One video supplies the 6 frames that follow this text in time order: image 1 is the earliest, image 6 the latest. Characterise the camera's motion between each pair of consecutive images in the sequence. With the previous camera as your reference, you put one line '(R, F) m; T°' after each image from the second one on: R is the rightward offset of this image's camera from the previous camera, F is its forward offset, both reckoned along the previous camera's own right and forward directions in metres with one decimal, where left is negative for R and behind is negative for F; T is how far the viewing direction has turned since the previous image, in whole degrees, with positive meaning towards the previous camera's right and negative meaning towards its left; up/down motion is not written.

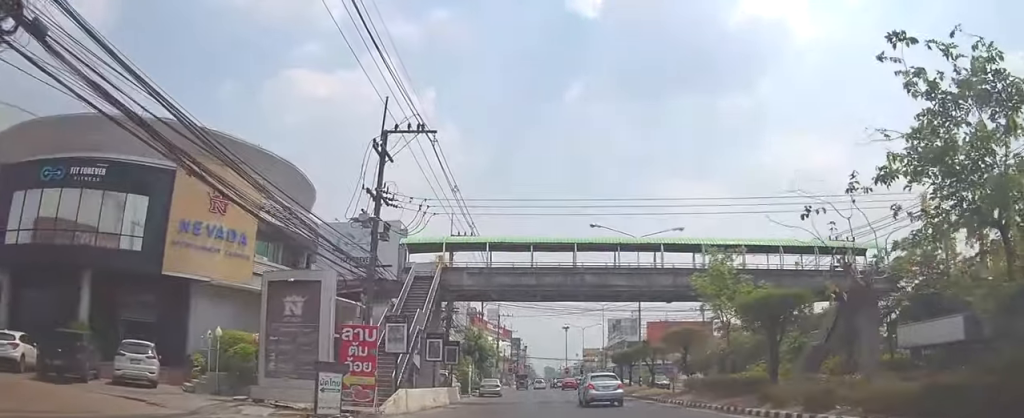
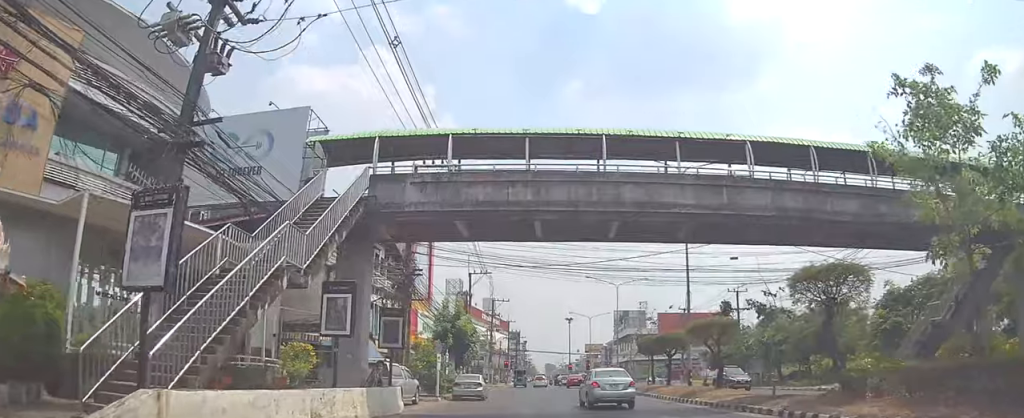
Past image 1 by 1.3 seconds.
(-0.1, +13.3) m; 0°
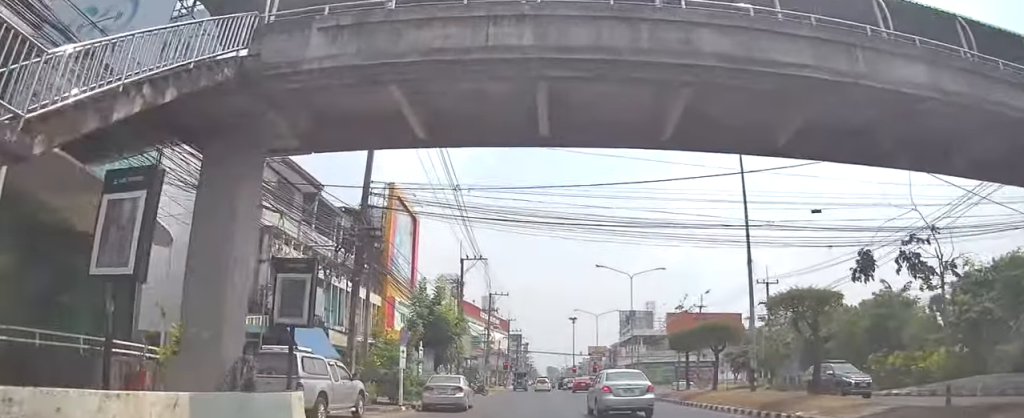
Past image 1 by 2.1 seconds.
(+0.2, +8.4) m; -2°
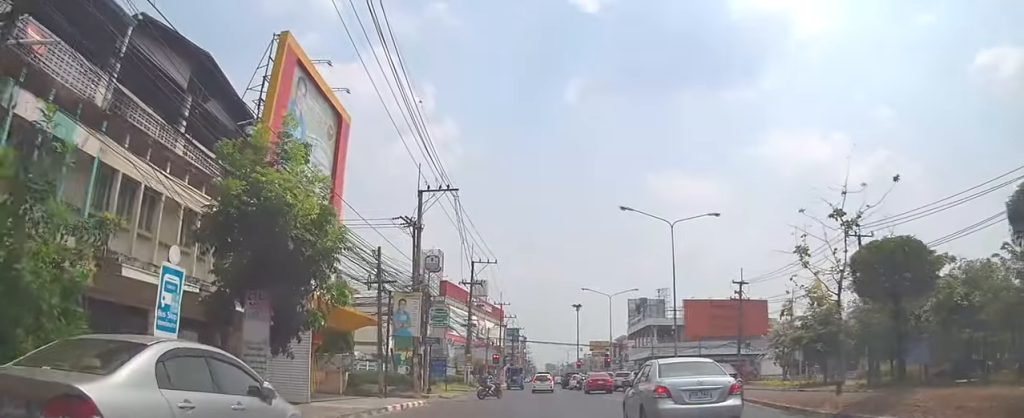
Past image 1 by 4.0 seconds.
(-1.1, +19.5) m; -1°
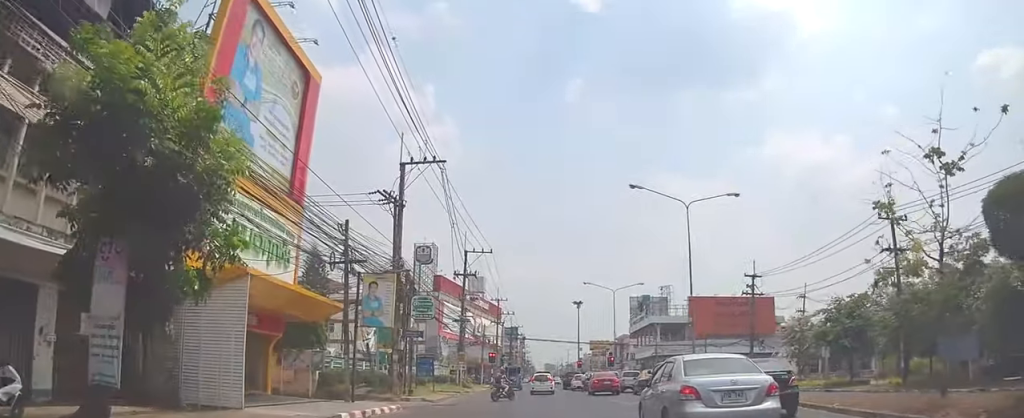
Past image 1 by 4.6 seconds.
(+0.4, +5.0) m; 0°
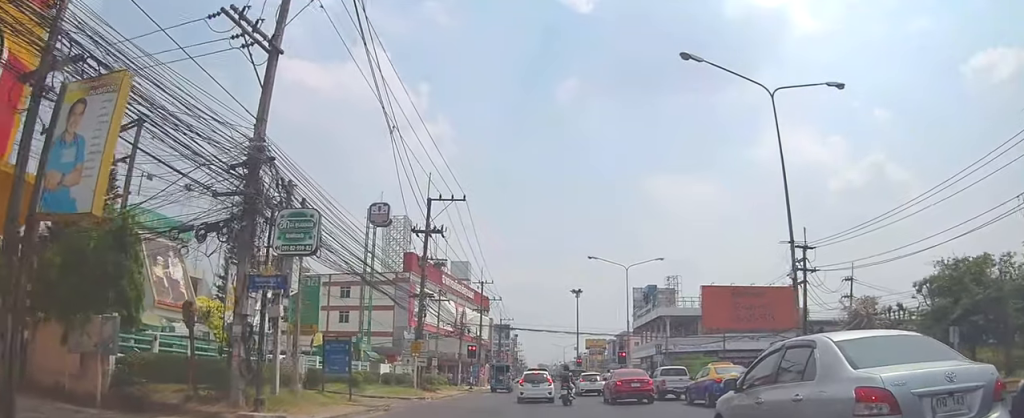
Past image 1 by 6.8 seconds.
(+1.1, +16.7) m; +2°
